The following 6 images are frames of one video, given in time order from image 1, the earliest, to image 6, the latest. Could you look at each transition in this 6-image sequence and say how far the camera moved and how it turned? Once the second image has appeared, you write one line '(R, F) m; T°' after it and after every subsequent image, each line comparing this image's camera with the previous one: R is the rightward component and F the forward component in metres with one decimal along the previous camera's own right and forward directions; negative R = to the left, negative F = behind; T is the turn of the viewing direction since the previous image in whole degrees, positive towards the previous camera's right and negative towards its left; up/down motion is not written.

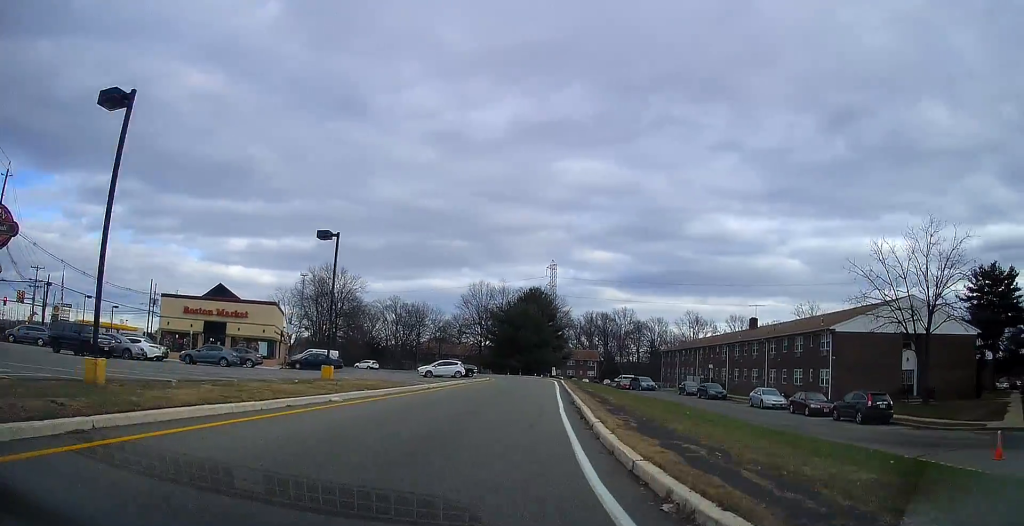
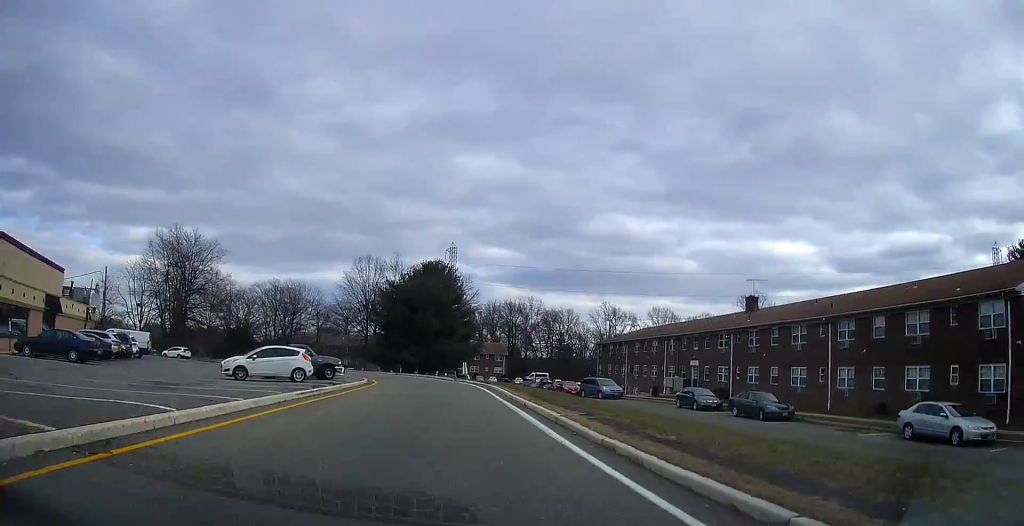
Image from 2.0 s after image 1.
(+3.6, +25.9) m; +13°
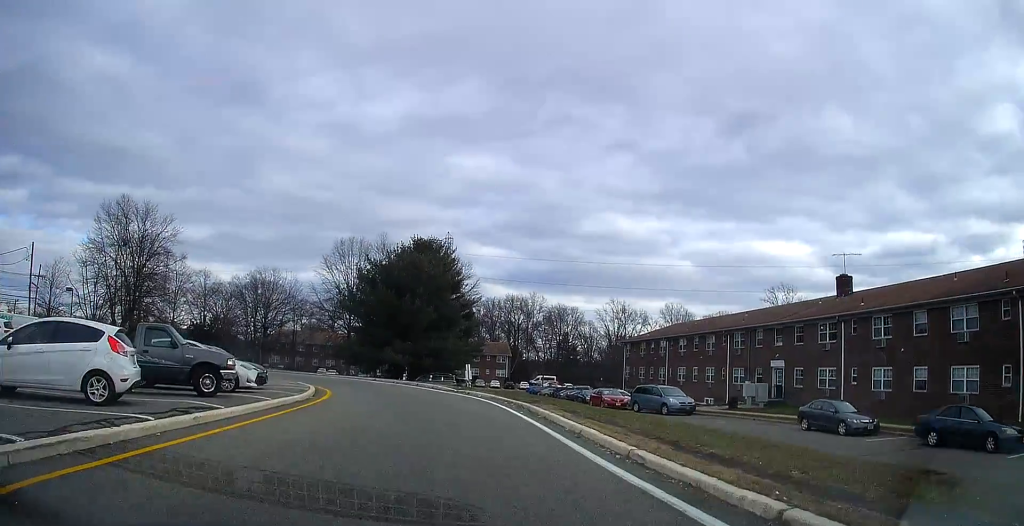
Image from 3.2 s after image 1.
(+0.2, +15.6) m; 0°
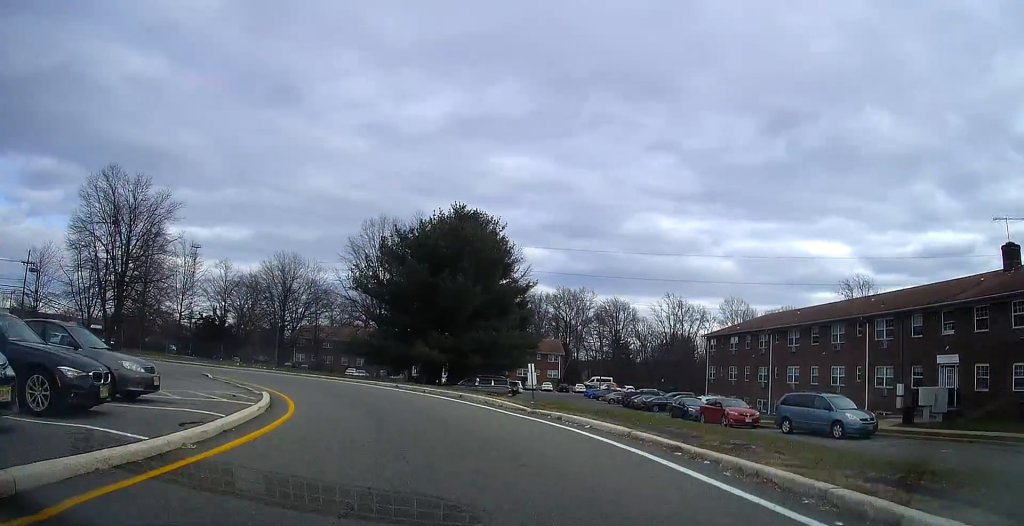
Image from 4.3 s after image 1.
(-0.1, +13.1) m; -4°
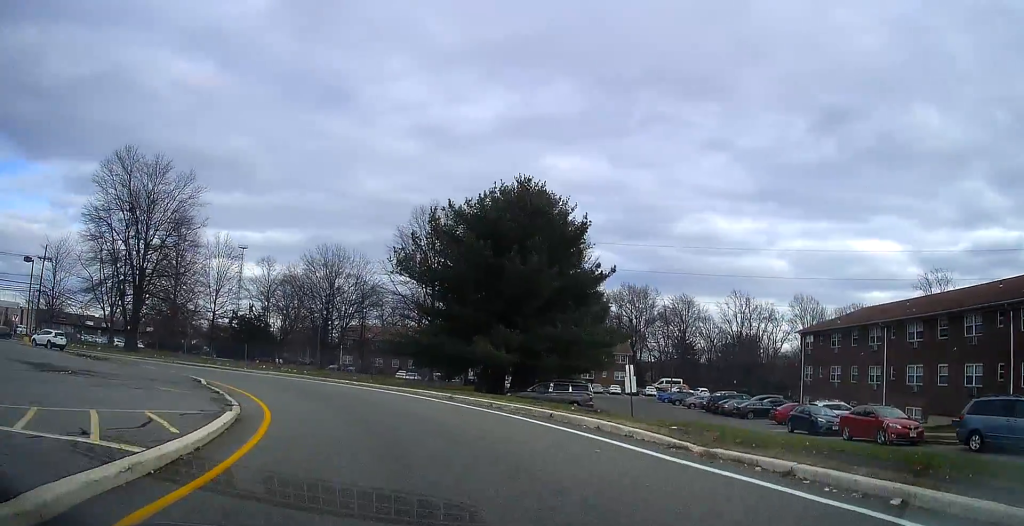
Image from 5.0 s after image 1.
(-0.2, +8.0) m; -5°
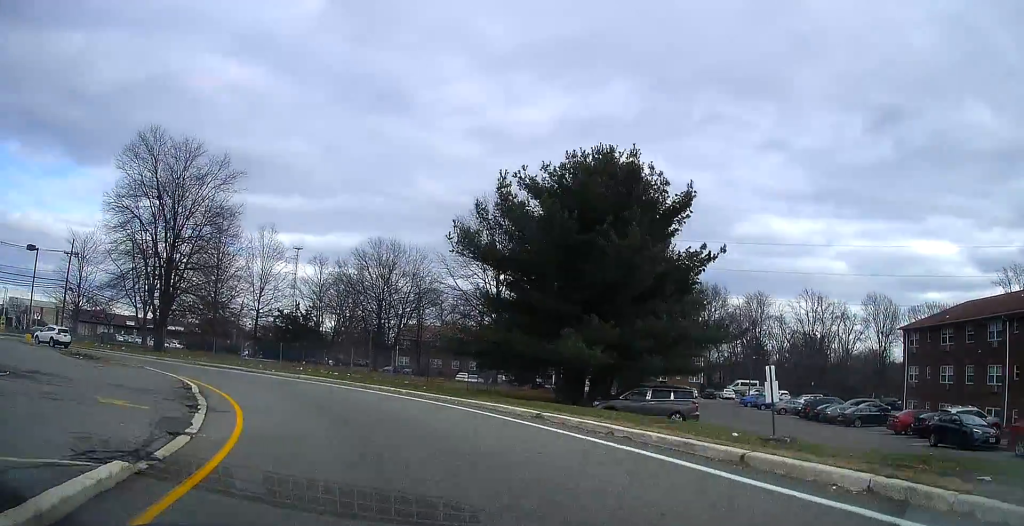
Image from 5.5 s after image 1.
(-0.1, +6.8) m; -5°
